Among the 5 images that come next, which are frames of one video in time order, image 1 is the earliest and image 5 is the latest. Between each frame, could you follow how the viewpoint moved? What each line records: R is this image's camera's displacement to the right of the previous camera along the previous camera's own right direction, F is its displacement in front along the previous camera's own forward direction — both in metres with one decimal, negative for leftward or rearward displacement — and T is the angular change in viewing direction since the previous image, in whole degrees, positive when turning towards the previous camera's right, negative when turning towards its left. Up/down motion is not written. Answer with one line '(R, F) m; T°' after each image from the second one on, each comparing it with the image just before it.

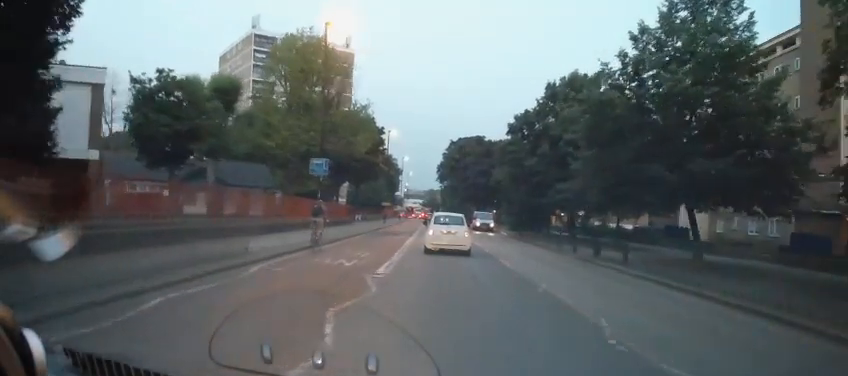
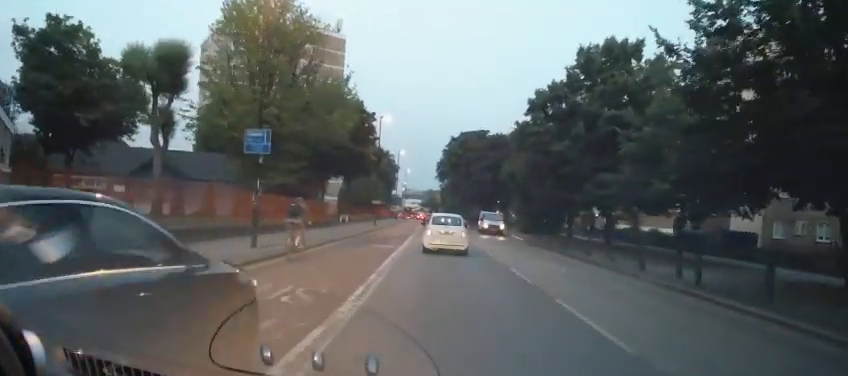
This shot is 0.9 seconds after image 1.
(+0.1, +8.3) m; +1°
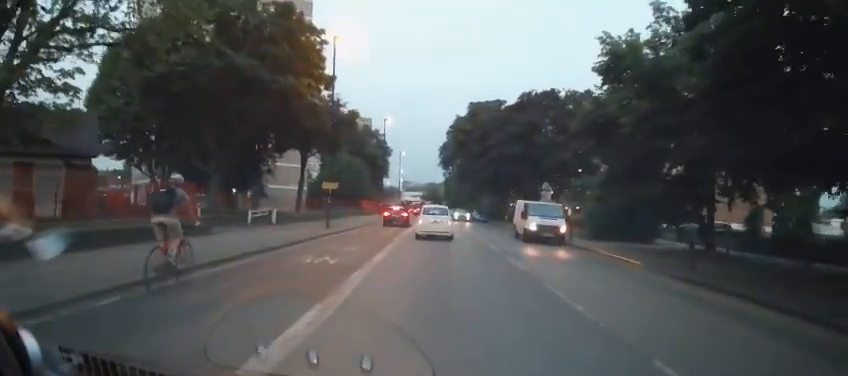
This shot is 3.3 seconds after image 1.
(-0.2, +21.3) m; -1°
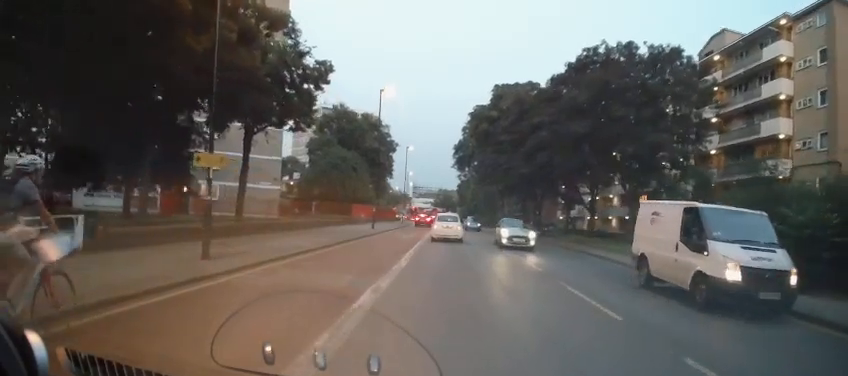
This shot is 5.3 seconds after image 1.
(+0.2, +16.1) m; +3°
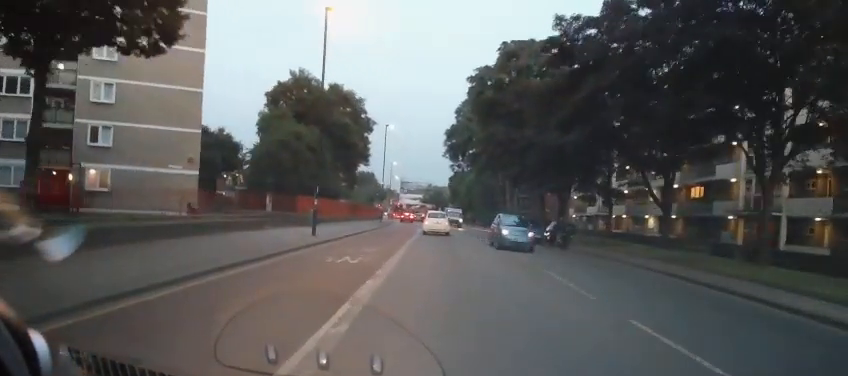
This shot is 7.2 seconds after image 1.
(-0.6, +15.3) m; -4°
